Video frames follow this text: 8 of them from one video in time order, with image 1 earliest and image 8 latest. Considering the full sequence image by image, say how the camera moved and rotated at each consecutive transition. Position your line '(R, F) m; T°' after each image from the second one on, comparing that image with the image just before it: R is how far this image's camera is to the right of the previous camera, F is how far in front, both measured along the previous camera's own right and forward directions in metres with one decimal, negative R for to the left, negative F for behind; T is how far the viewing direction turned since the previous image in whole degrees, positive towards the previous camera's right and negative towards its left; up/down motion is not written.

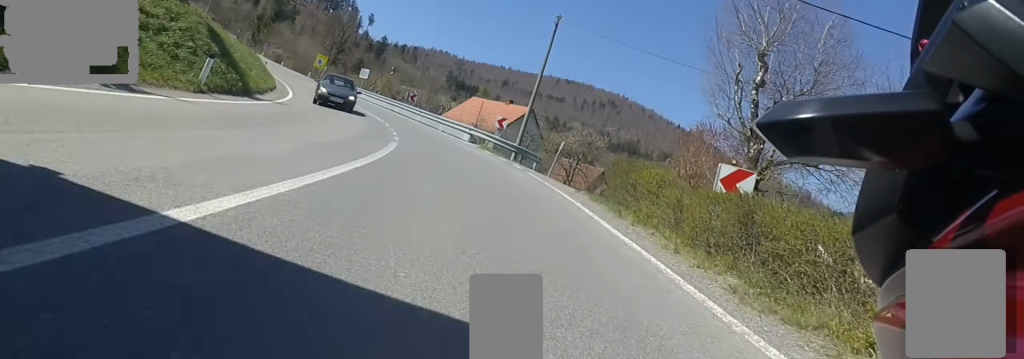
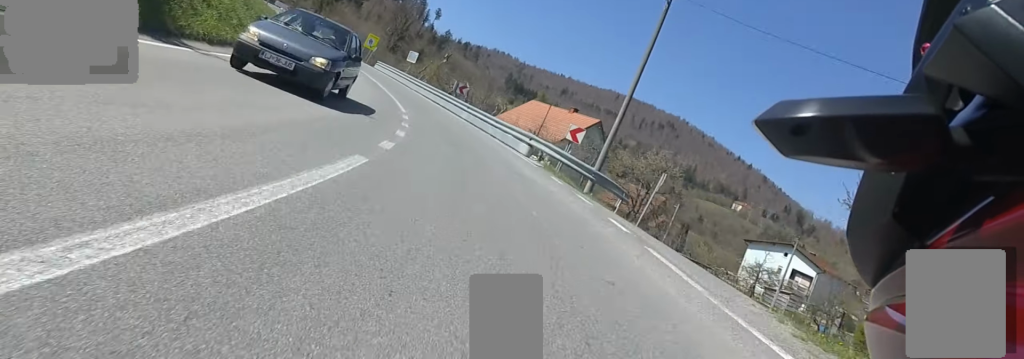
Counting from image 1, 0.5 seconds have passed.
(-0.8, +7.7) m; -3°
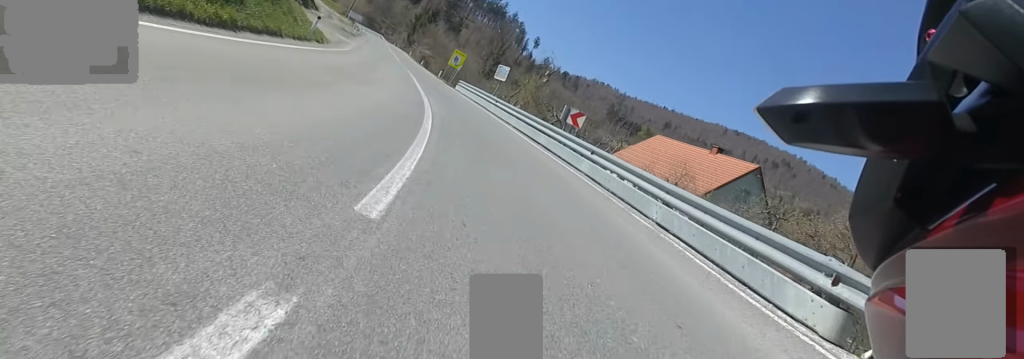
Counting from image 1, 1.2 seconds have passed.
(-0.6, +12.4) m; -5°
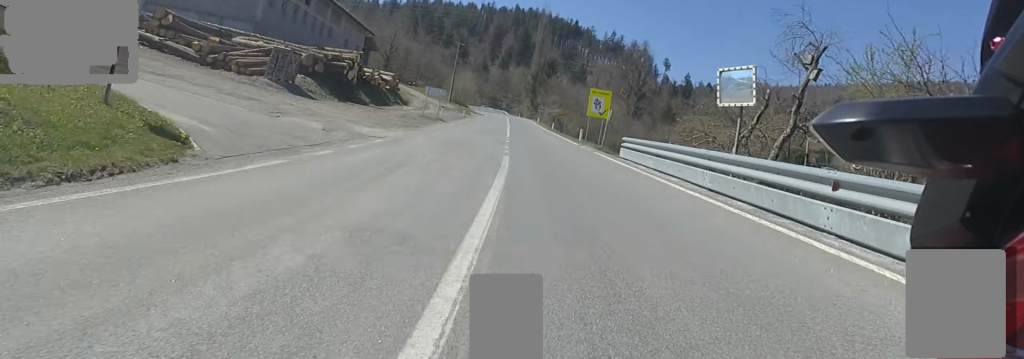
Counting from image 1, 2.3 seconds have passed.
(-1.1, +18.9) m; -7°
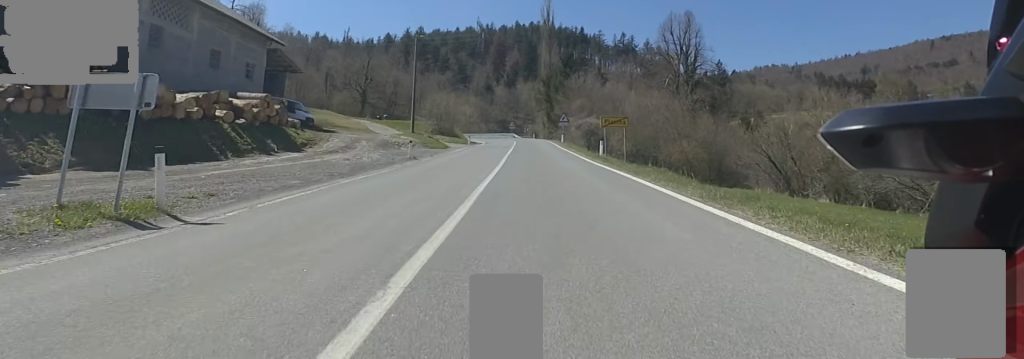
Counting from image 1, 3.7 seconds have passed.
(-1.0, +26.6) m; -3°
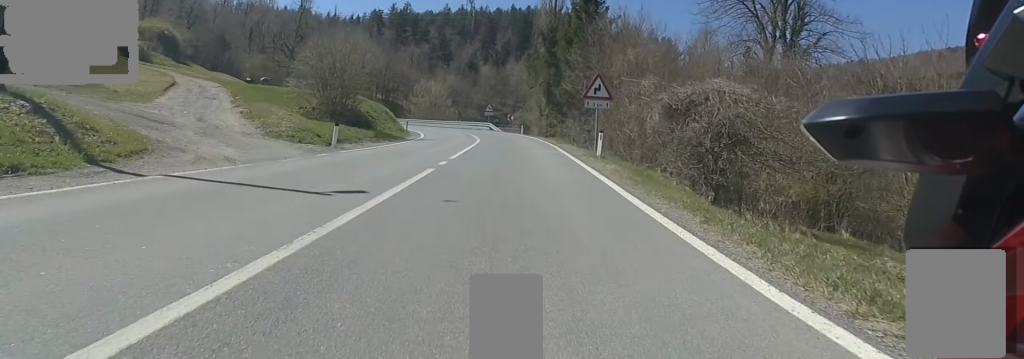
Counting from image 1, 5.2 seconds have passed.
(-1.7, +30.6) m; -6°
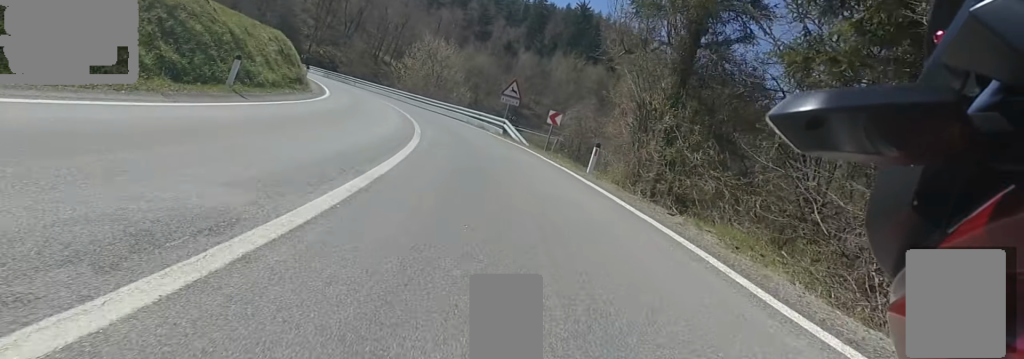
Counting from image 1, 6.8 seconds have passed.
(-0.9, +28.6) m; -13°
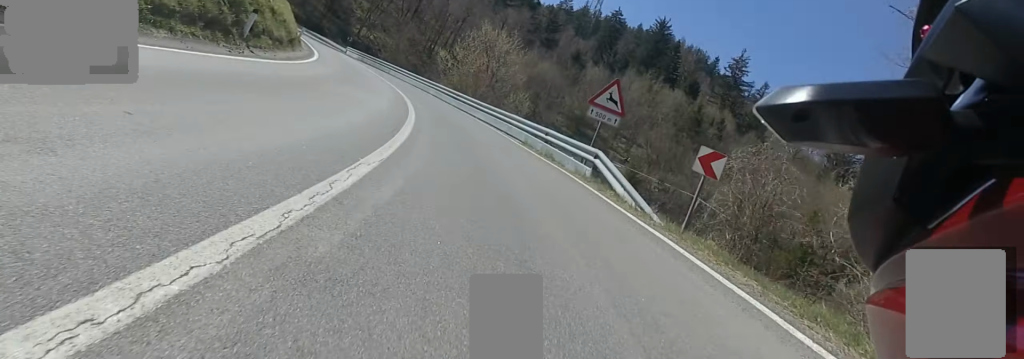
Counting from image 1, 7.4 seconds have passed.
(-1.9, +10.3) m; -8°
